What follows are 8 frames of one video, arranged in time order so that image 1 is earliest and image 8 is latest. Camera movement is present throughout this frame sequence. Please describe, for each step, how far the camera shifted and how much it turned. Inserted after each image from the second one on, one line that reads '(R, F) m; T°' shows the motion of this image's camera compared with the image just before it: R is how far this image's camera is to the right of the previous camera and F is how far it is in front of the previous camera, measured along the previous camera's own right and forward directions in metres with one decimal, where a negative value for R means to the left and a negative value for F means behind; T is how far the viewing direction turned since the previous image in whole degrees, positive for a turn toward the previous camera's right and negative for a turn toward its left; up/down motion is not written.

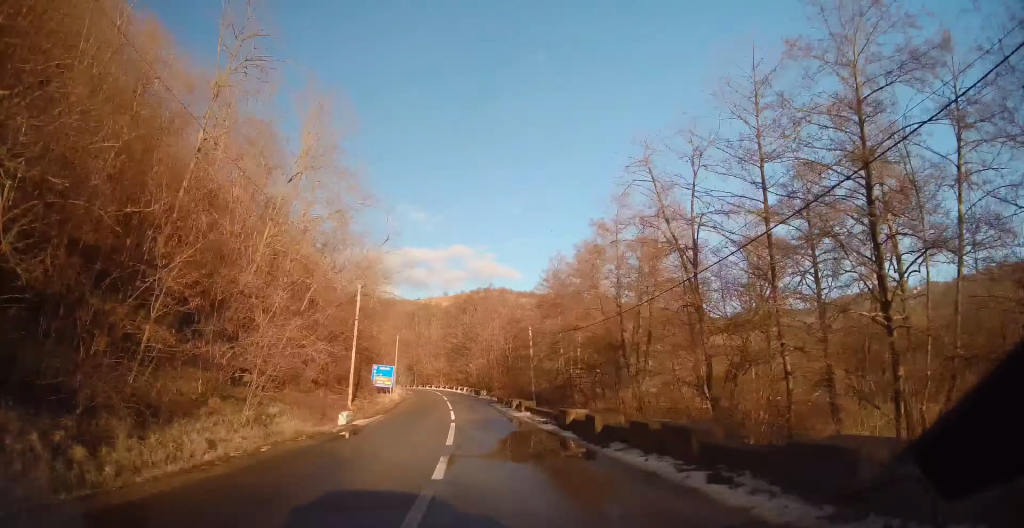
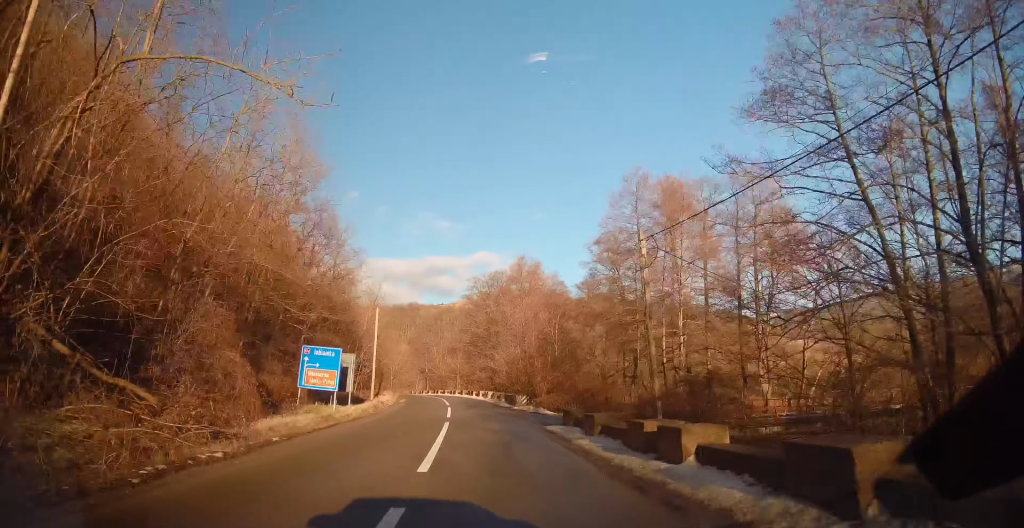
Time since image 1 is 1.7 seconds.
(-0.5, +25.2) m; -1°
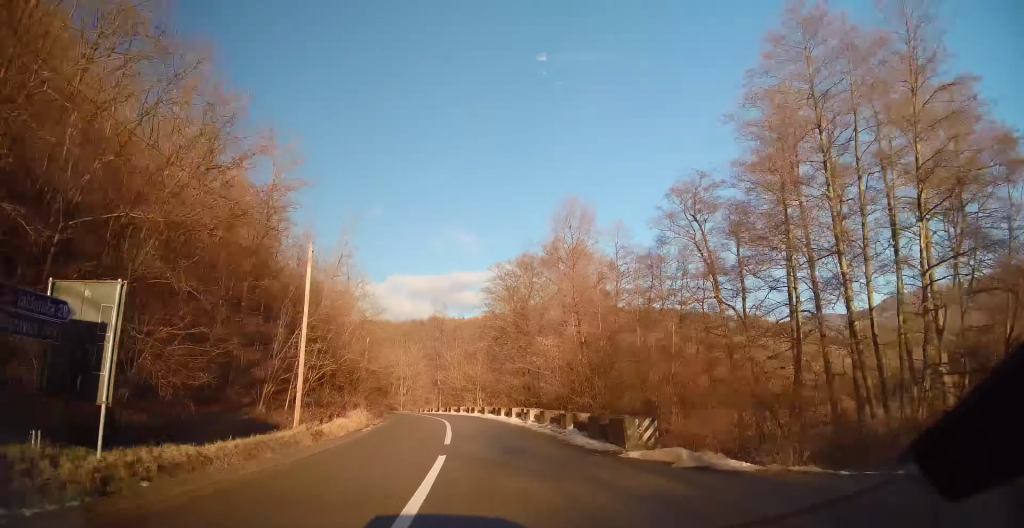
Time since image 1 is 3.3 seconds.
(0.0, +21.4) m; -2°
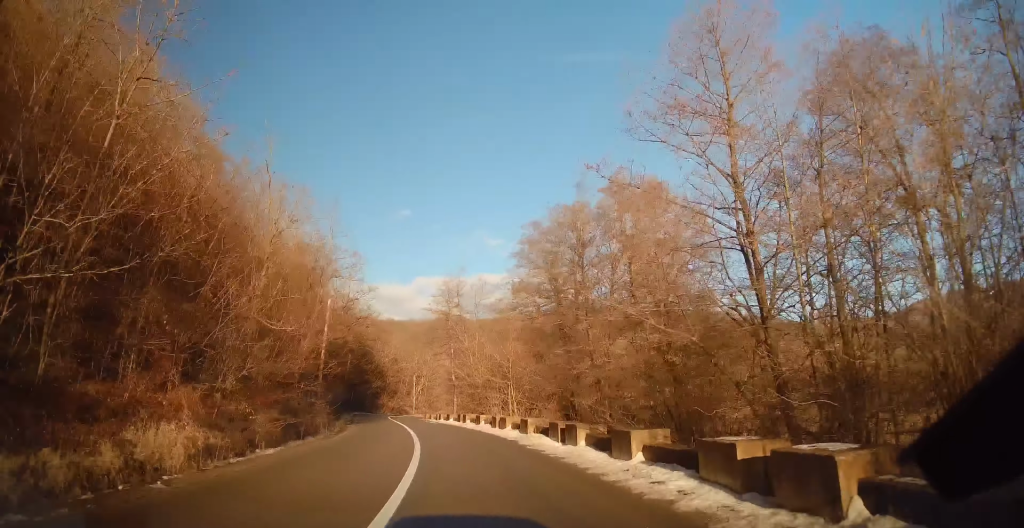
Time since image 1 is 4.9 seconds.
(-1.0, +22.3) m; -5°
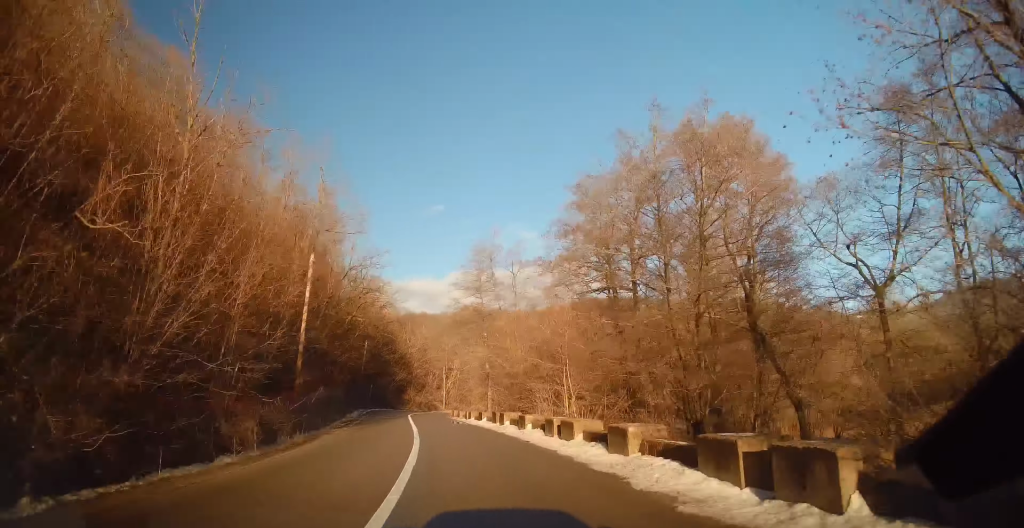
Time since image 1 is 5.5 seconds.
(-0.1, +9.8) m; -3°
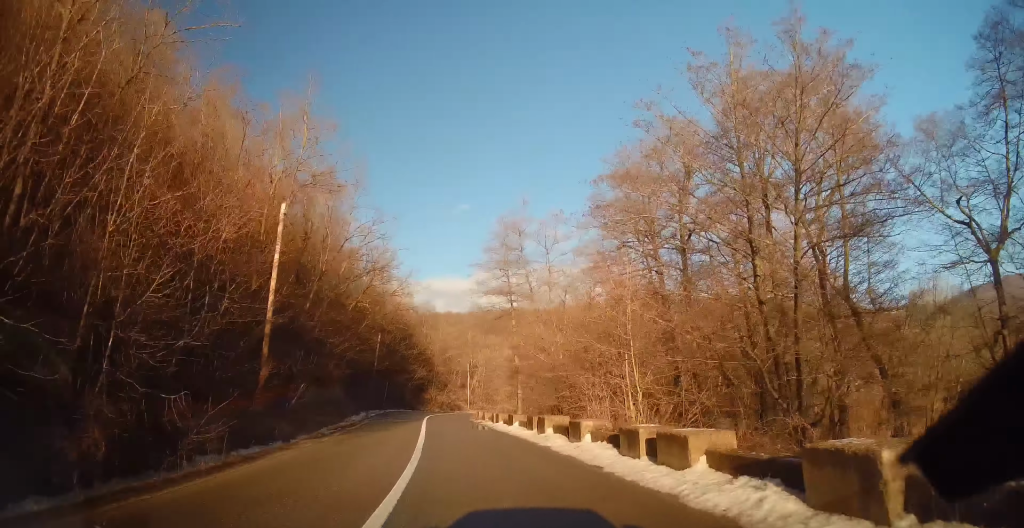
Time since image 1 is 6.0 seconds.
(-0.2, +6.7) m; -3°
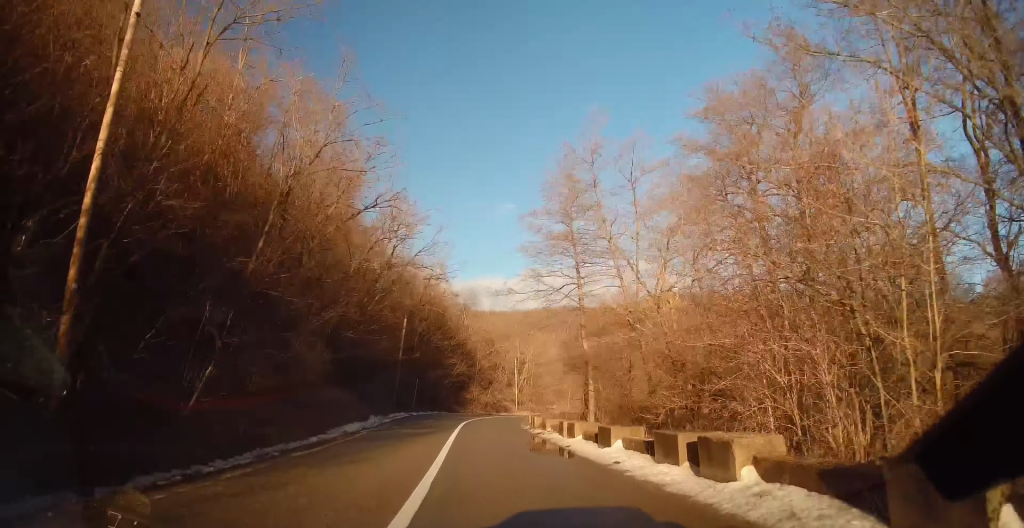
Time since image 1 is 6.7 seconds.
(-0.4, +11.0) m; -3°
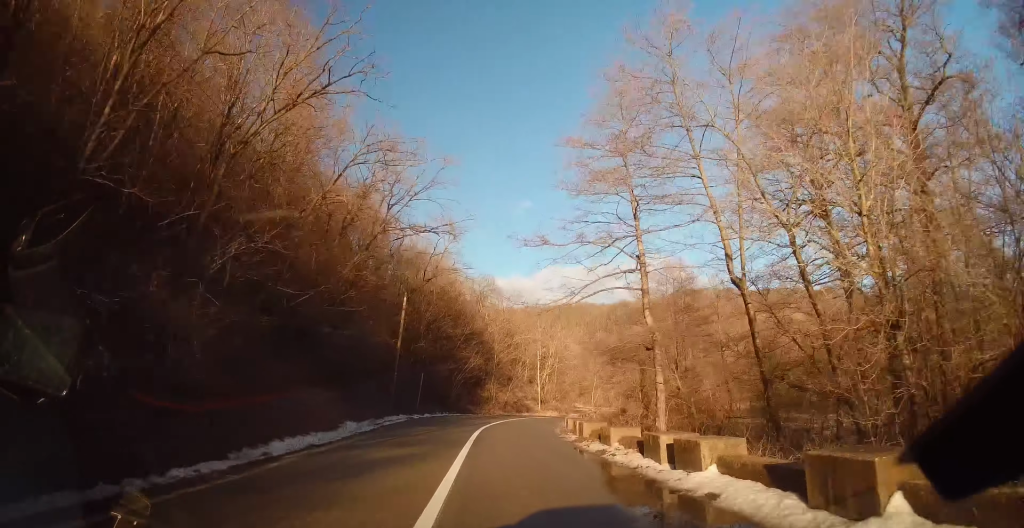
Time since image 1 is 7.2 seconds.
(-0.6, +8.7) m; 0°
